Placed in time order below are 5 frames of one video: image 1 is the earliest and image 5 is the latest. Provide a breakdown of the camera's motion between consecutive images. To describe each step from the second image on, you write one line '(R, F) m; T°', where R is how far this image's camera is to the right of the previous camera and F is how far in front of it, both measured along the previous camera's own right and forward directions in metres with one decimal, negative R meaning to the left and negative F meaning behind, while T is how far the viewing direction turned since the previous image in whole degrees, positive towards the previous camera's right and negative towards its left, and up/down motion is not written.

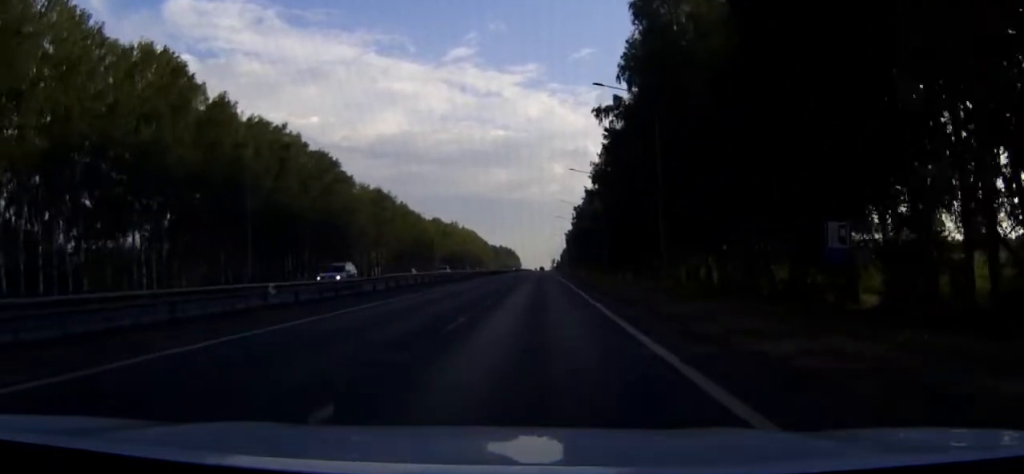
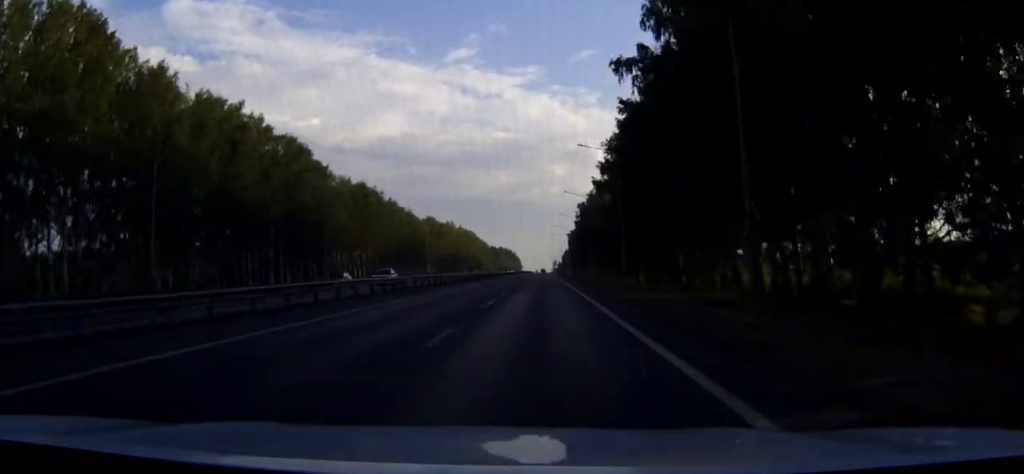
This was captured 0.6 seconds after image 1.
(0.0, +16.1) m; 0°
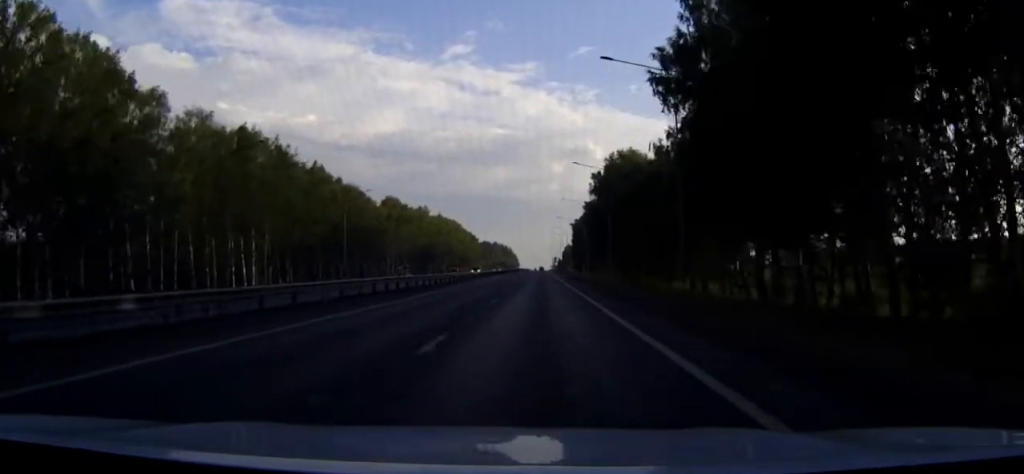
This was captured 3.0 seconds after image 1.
(-0.2, +59.3) m; 0°
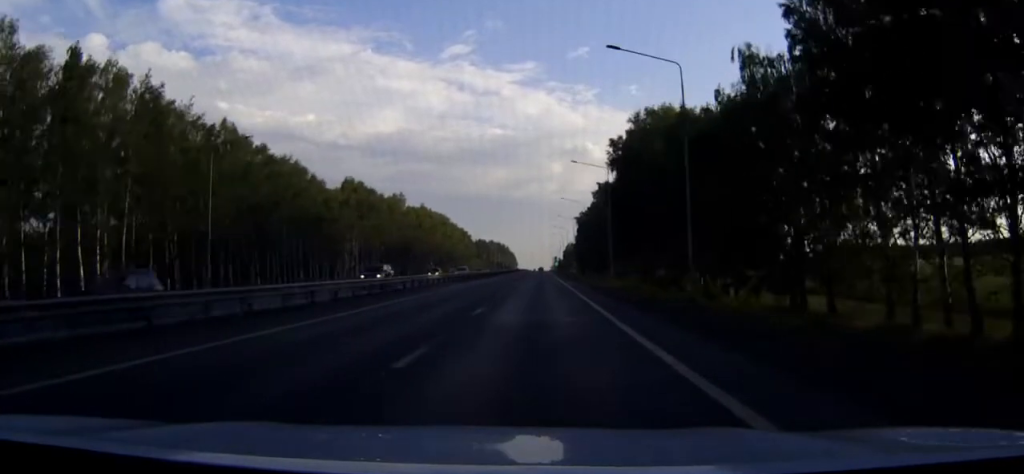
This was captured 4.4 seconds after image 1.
(+0.1, +36.7) m; 0°
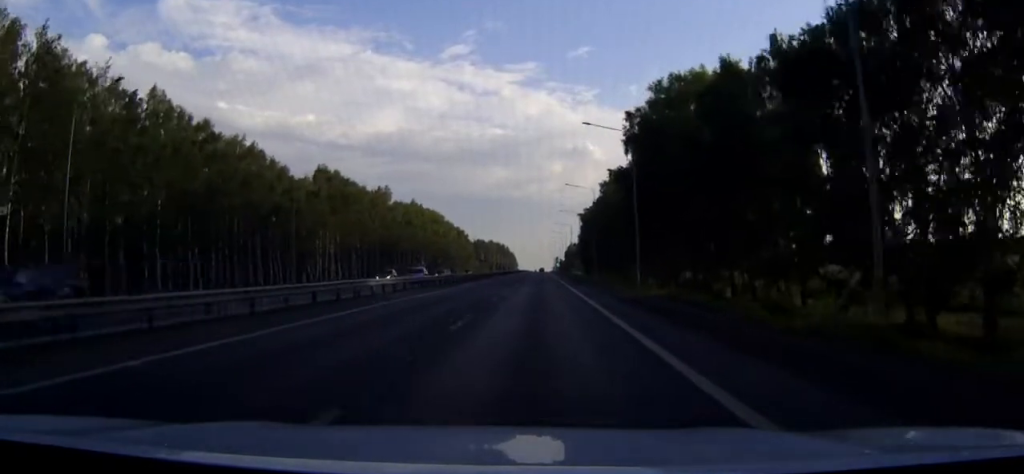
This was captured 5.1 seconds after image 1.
(0.0, +18.0) m; 0°
